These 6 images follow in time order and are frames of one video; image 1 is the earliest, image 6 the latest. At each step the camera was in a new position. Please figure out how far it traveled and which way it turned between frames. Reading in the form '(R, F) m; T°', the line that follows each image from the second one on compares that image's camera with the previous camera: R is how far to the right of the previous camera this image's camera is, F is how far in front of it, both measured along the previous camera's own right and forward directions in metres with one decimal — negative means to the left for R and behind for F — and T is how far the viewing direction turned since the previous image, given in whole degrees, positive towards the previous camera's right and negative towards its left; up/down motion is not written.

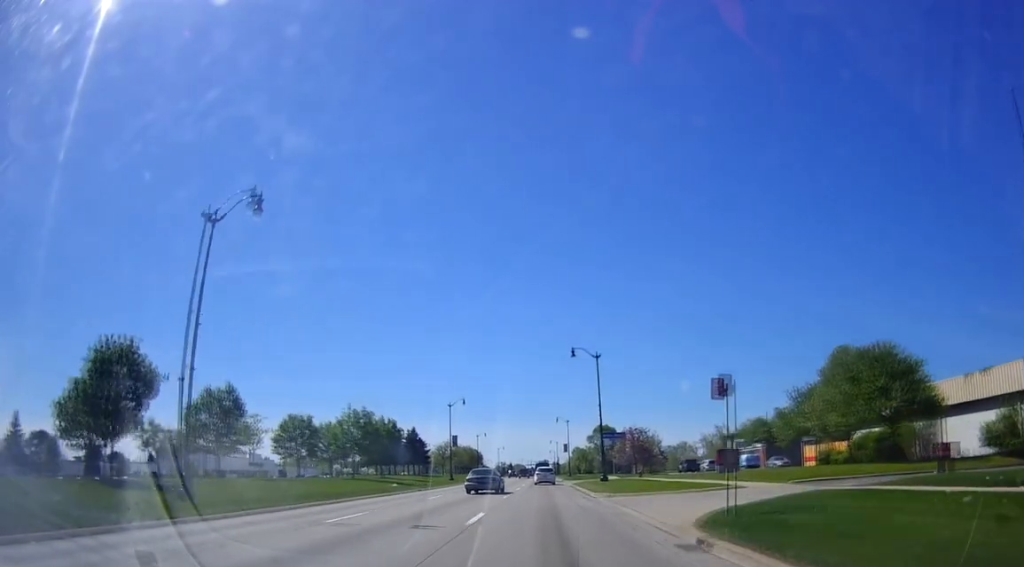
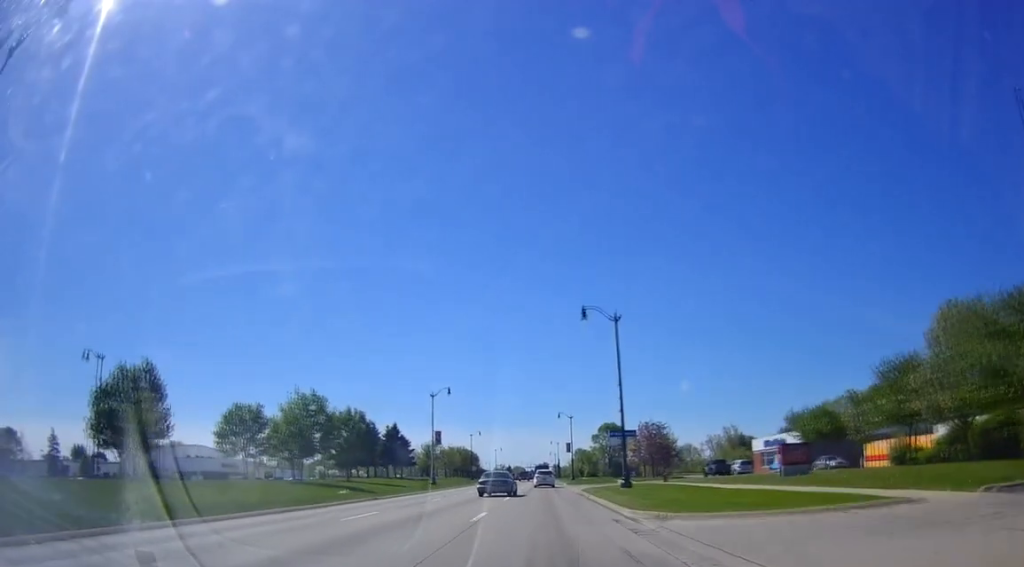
(-0.5, +14.0) m; 0°
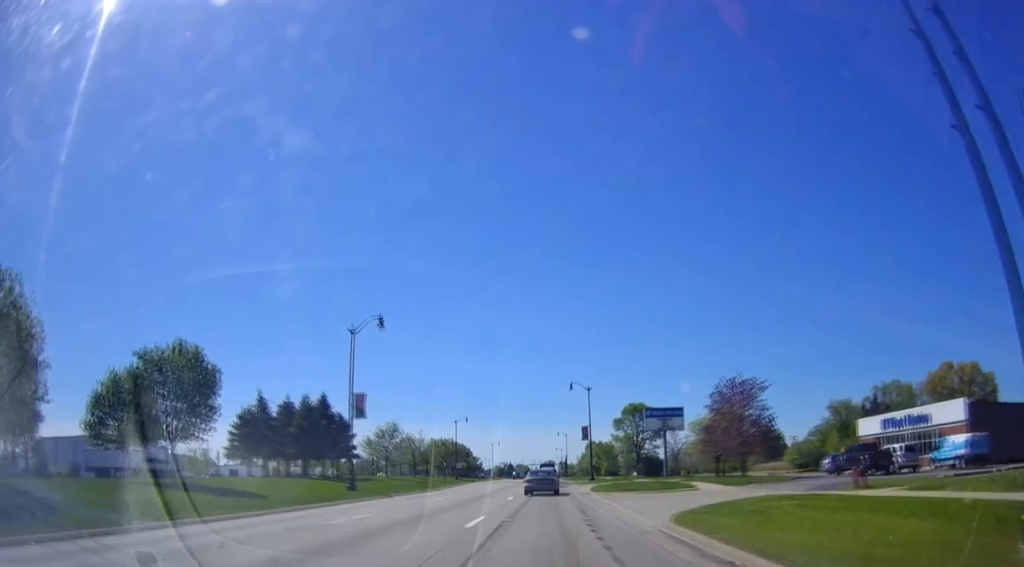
(+1.4, +32.7) m; +1°
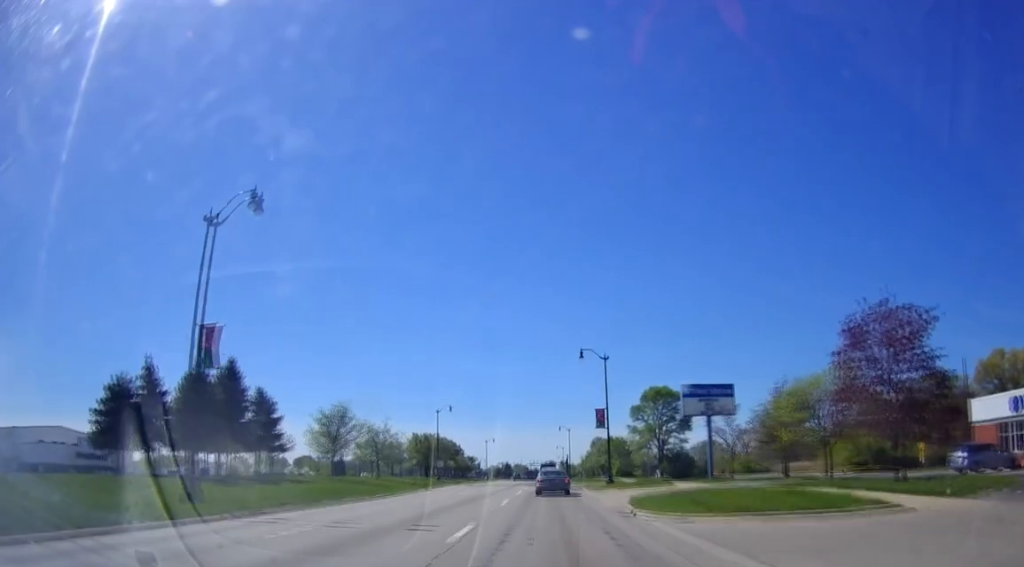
(-0.4, +19.4) m; 0°
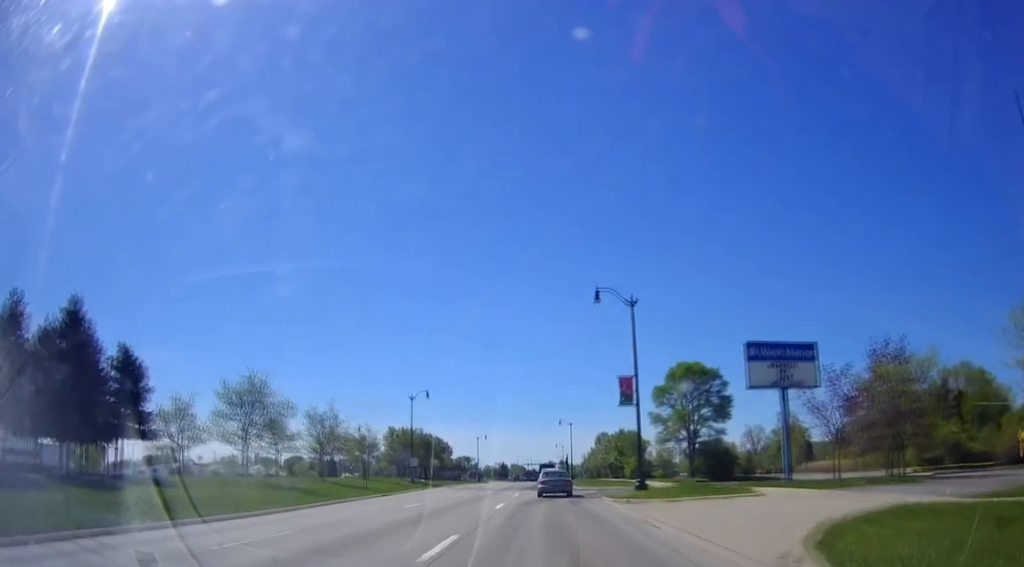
(+0.4, +17.3) m; +1°
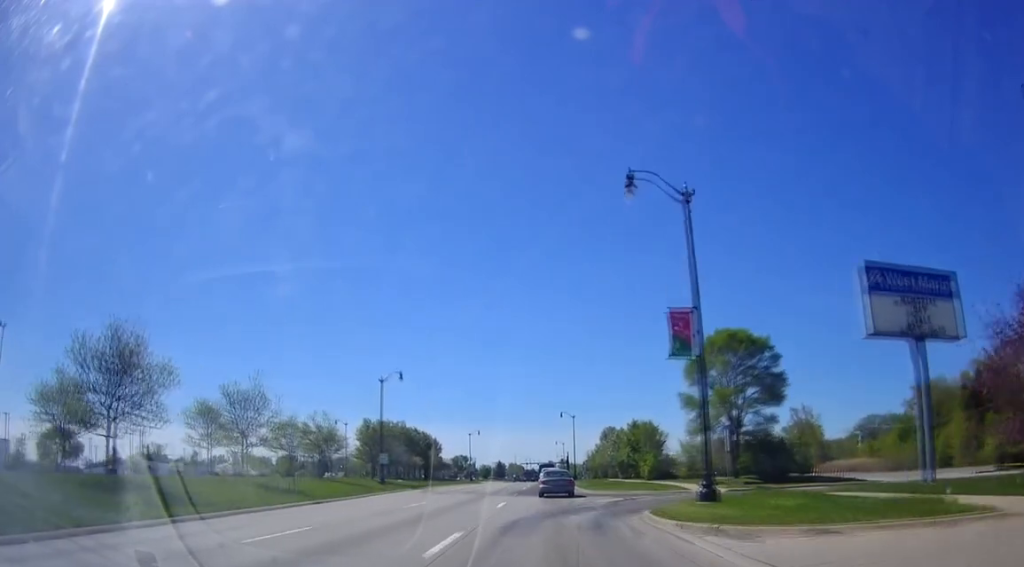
(0.0, +14.1) m; 0°
